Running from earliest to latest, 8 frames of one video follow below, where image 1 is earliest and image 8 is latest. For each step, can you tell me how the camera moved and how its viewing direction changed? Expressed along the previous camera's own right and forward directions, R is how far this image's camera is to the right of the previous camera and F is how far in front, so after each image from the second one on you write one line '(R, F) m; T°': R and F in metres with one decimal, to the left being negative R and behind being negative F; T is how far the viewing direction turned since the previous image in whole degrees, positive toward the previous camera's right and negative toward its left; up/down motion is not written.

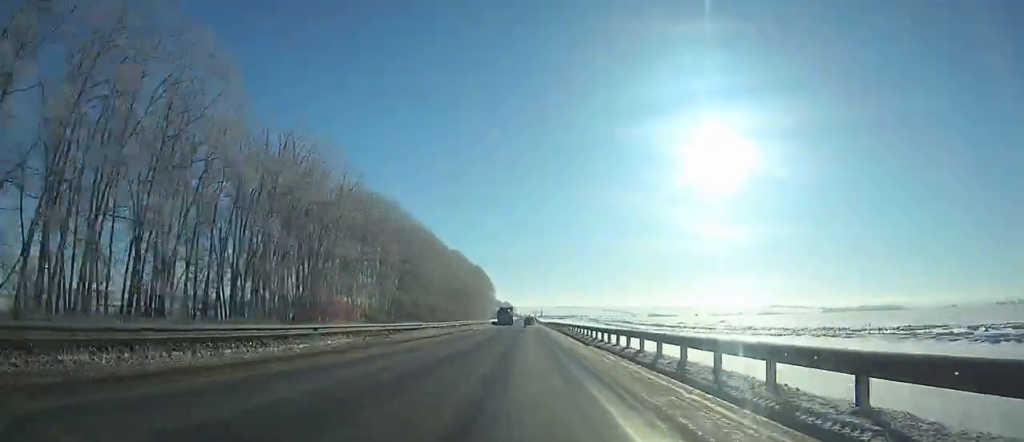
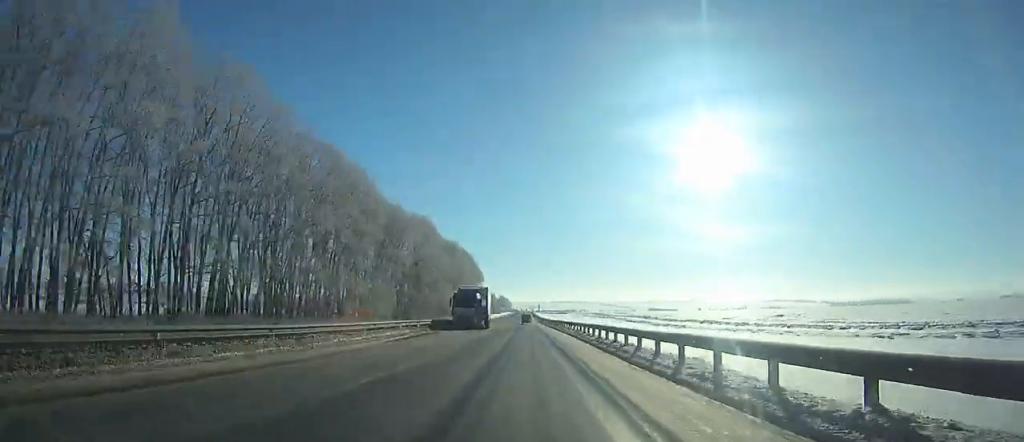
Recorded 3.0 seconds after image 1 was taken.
(+0.5, +70.9) m; 0°
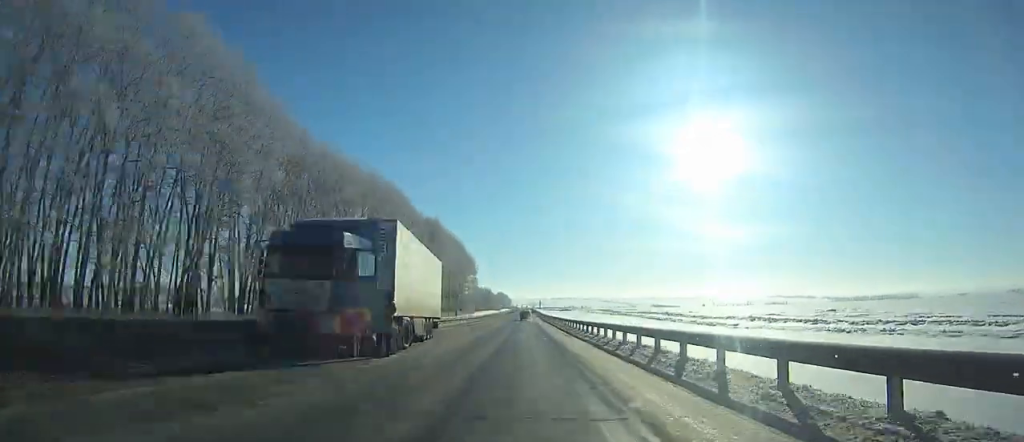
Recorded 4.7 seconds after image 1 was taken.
(+0.1, +40.9) m; 0°
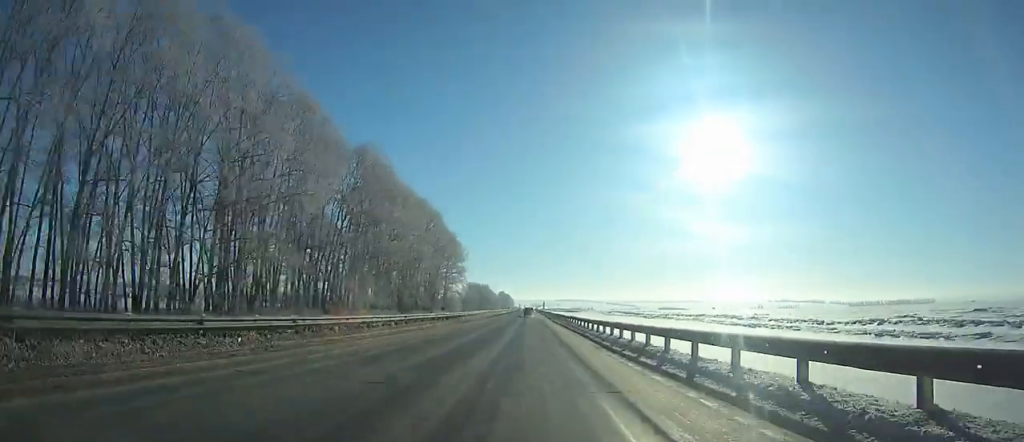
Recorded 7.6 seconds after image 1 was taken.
(-0.2, +68.6) m; 0°
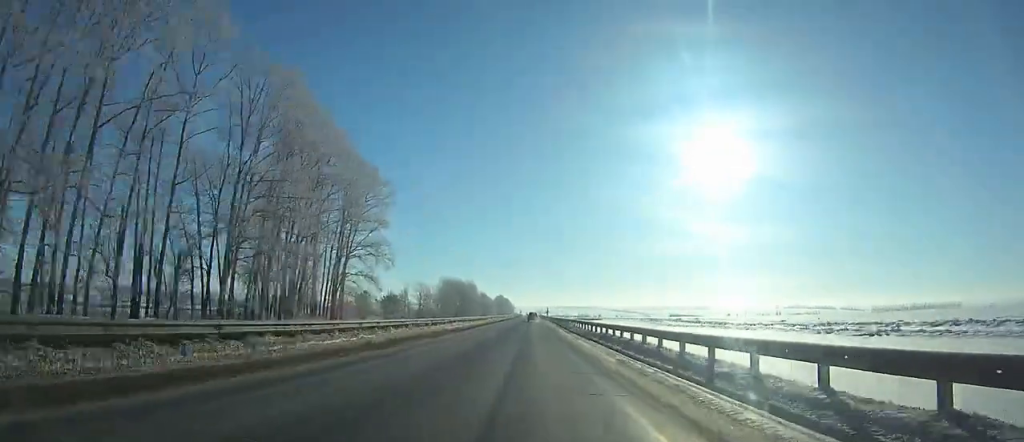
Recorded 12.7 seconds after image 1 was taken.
(-0.4, +120.6) m; 0°
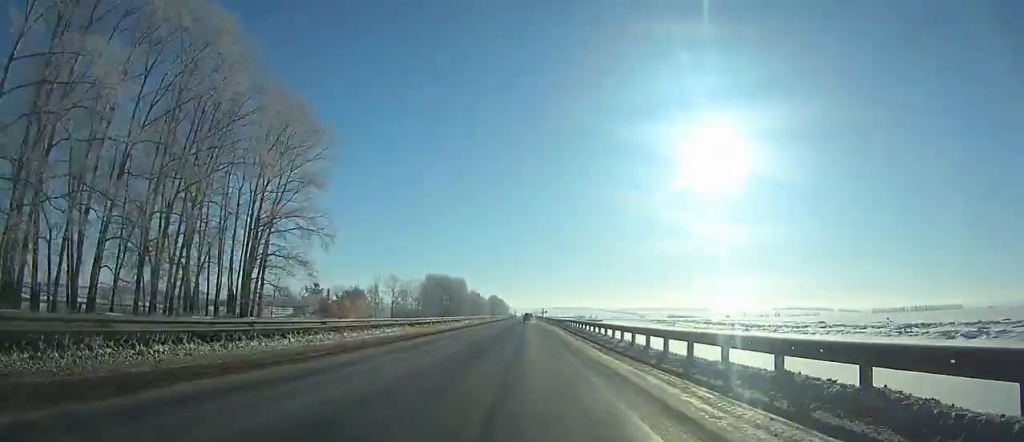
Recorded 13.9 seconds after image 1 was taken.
(0.0, +29.4) m; 0°
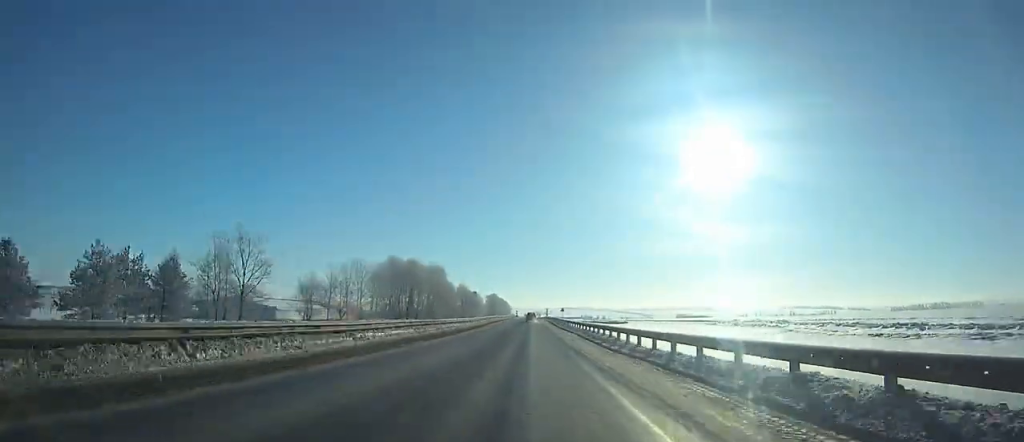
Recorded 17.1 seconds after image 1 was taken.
(+0.2, +78.4) m; 0°
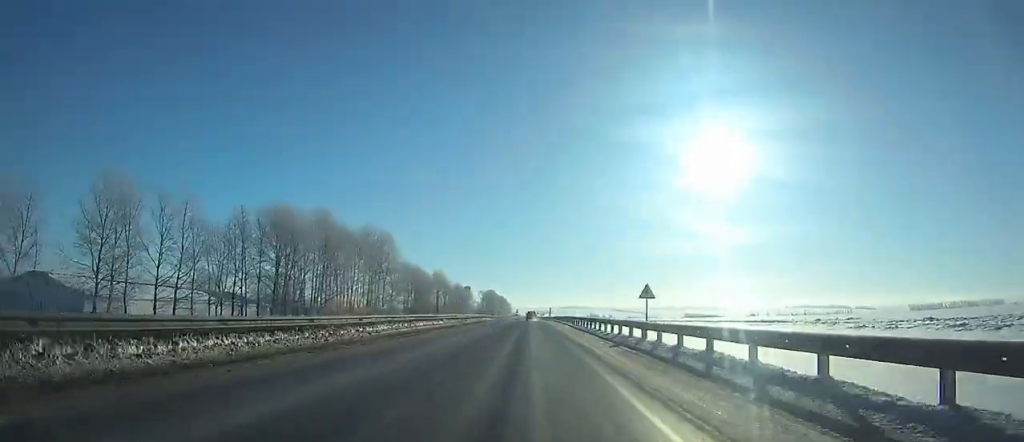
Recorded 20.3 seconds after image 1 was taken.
(+0.3, +77.4) m; 0°
